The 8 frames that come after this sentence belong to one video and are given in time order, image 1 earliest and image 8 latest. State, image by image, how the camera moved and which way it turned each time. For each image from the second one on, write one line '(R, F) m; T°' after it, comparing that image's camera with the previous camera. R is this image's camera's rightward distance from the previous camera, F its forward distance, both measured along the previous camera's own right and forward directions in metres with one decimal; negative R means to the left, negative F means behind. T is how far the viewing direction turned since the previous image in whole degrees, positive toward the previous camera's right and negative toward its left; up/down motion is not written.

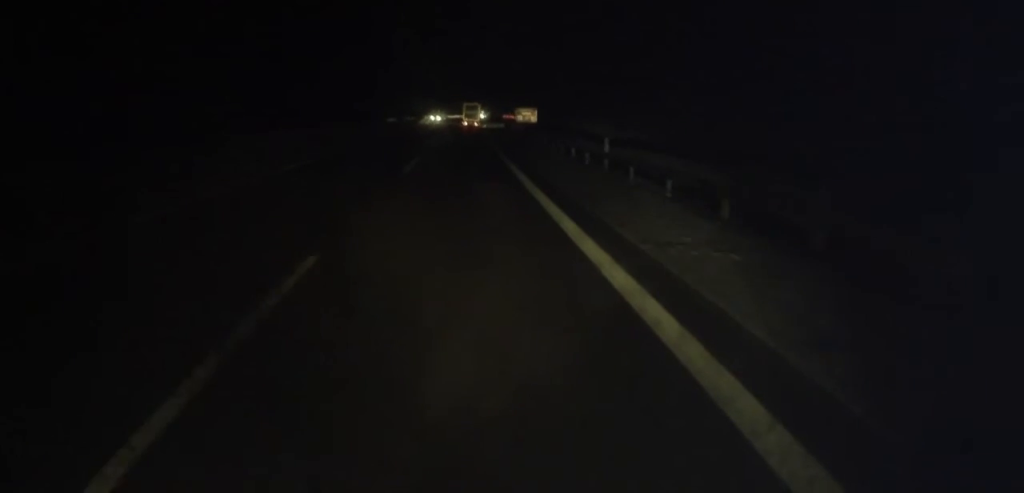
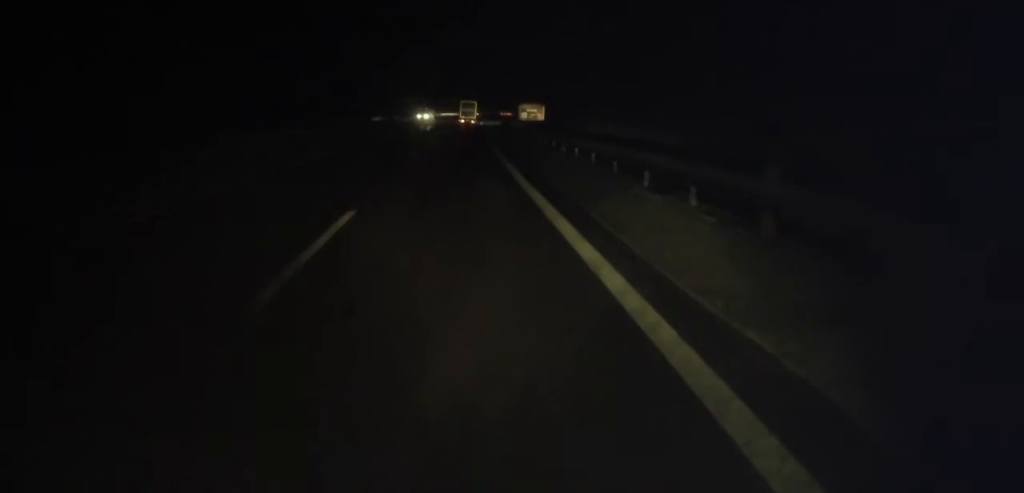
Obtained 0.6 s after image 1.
(-0.1, +13.3) m; 0°
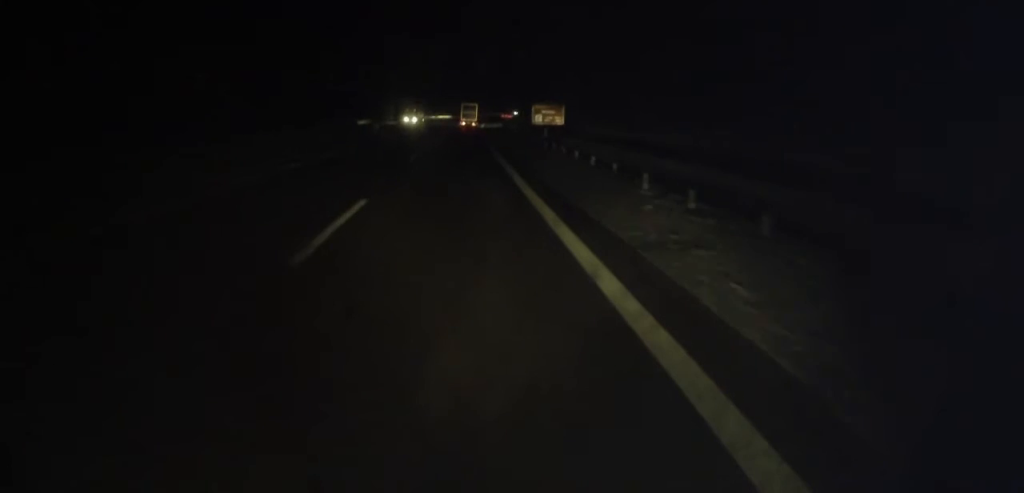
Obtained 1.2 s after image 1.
(+0.2, +15.3) m; +1°
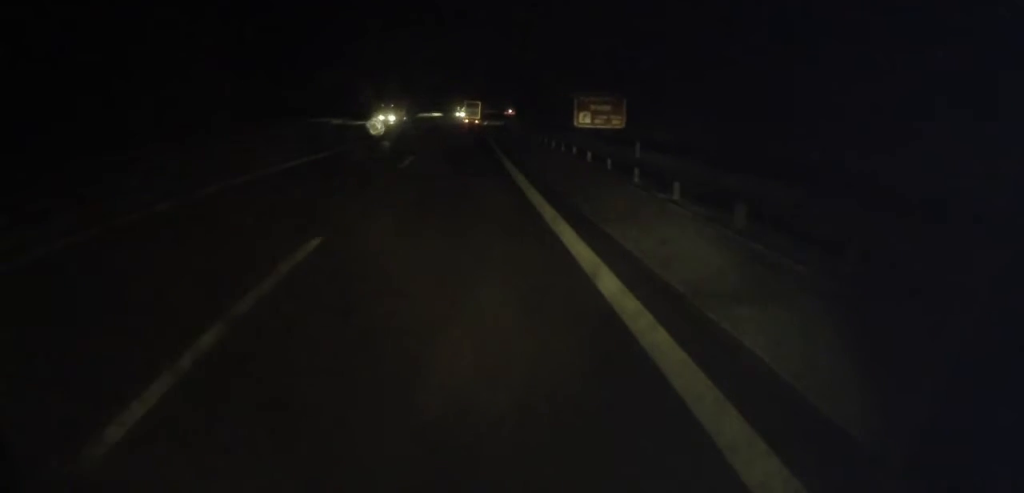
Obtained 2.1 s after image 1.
(+0.1, +21.9) m; +1°
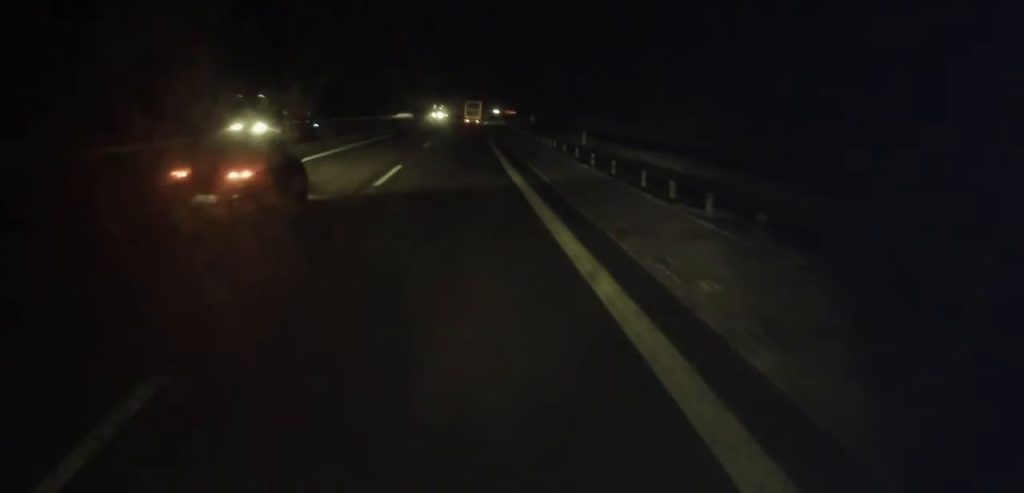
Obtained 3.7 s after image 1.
(+0.4, +40.6) m; +1°
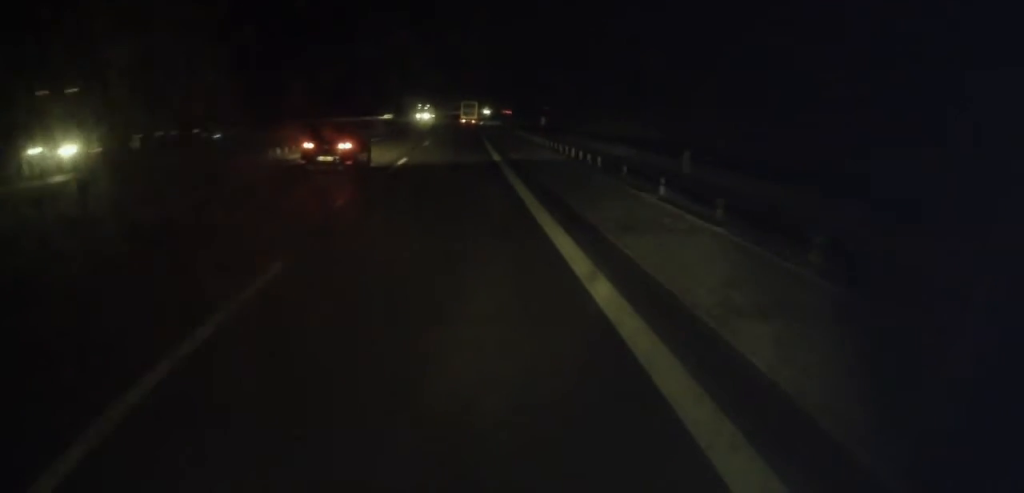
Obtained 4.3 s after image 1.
(0.0, +14.4) m; 0°
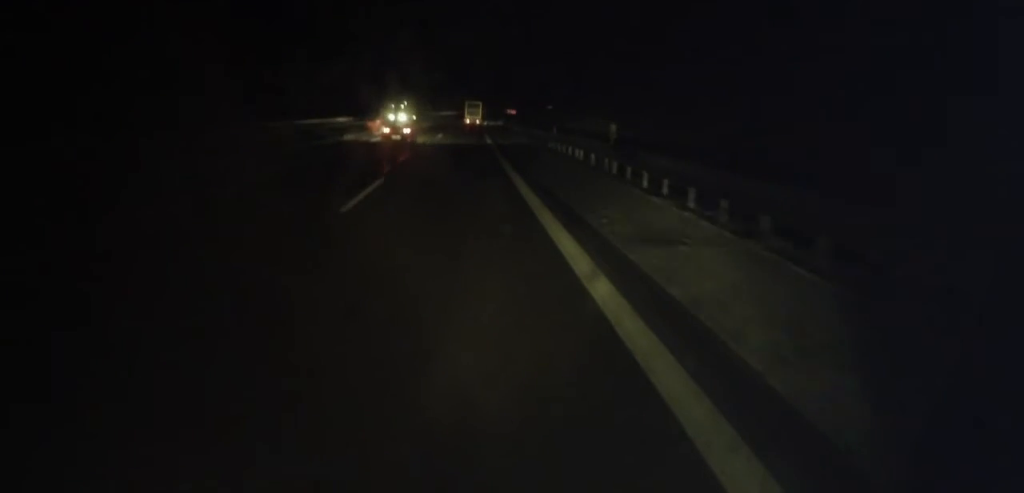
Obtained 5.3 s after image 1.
(0.0, +26.1) m; 0°
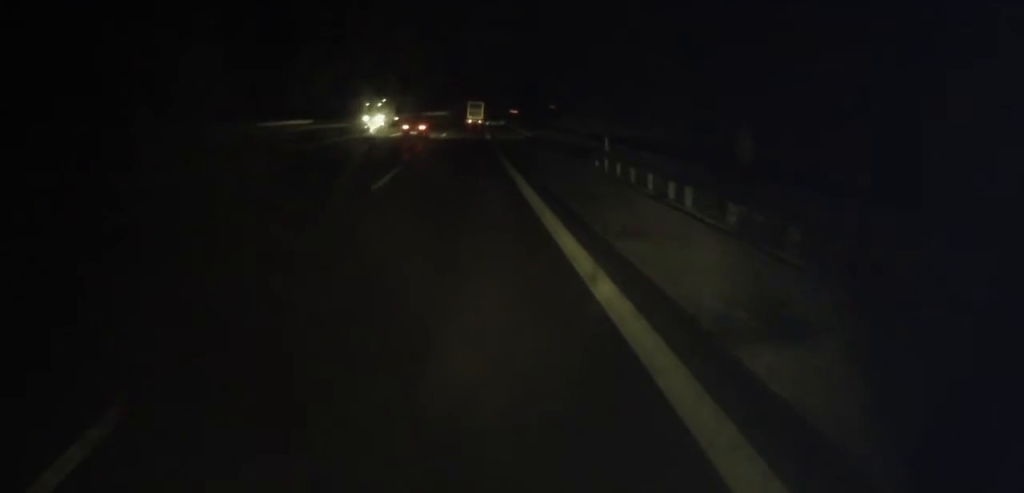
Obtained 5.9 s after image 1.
(0.0, +14.3) m; 0°
